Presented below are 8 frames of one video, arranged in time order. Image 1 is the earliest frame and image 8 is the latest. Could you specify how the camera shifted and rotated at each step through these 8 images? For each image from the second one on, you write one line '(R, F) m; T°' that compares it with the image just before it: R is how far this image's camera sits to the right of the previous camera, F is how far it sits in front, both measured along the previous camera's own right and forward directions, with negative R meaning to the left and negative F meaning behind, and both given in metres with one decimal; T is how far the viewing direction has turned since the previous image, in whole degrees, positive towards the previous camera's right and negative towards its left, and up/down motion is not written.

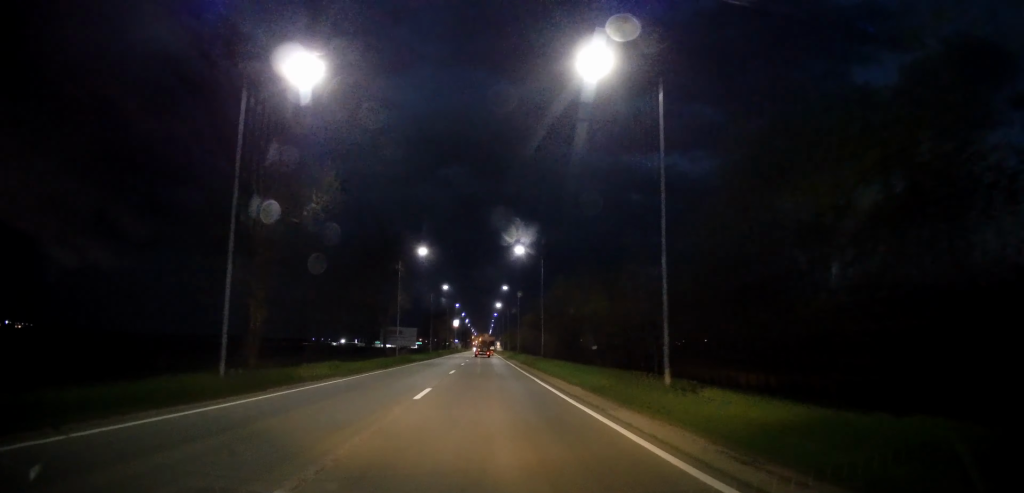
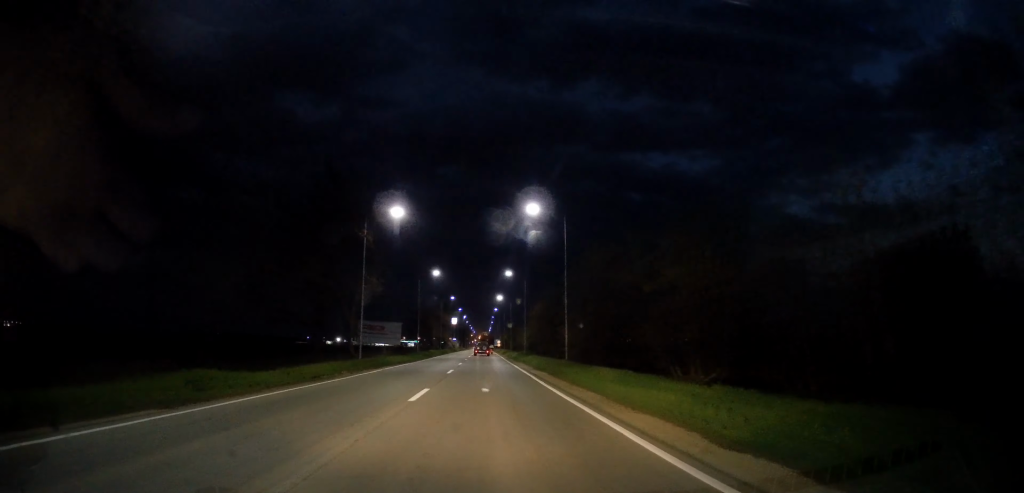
(+0.2, +13.0) m; 0°
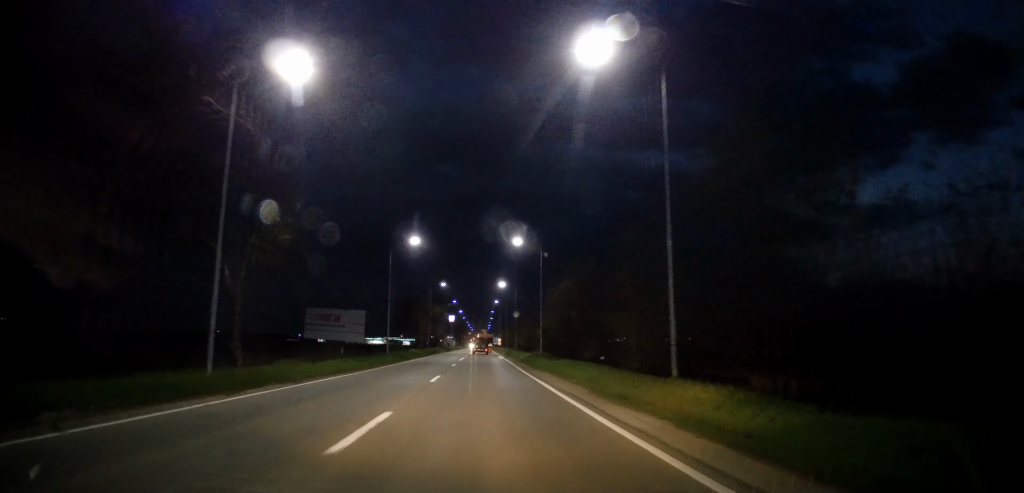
(0.0, +17.9) m; 0°
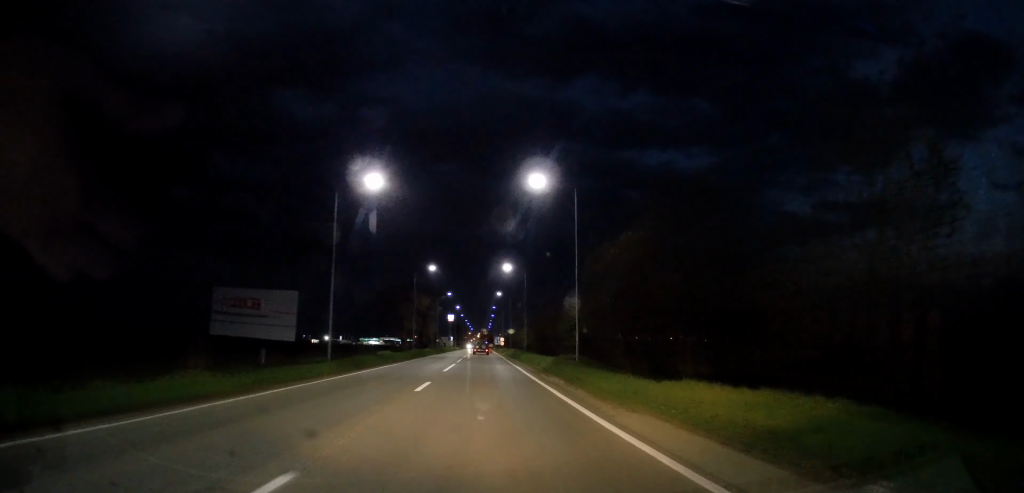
(0.0, +16.2) m; 0°
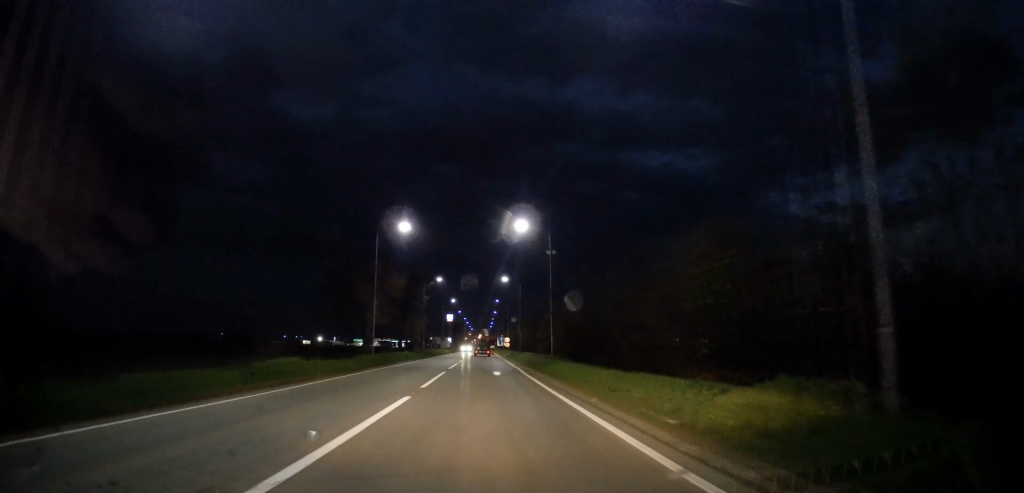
(0.0, +21.0) m; -1°
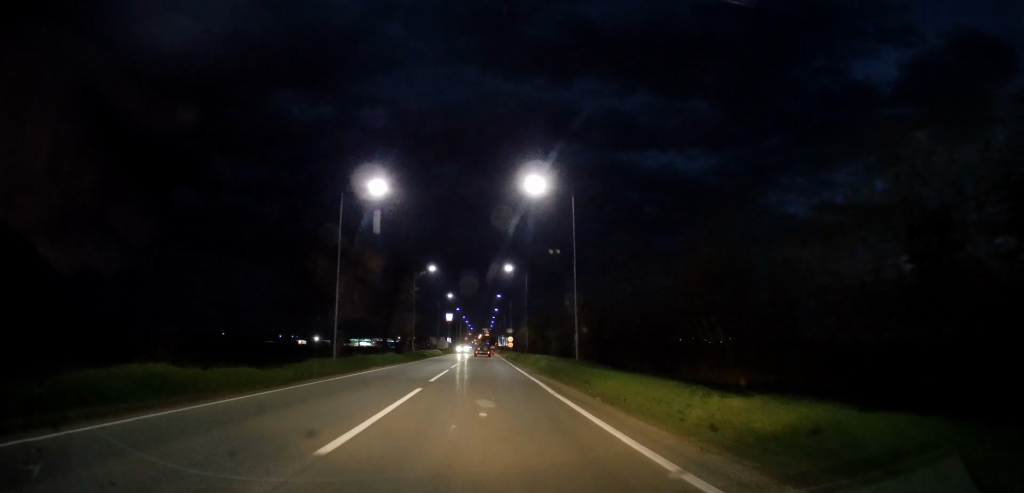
(0.0, +9.6) m; 0°
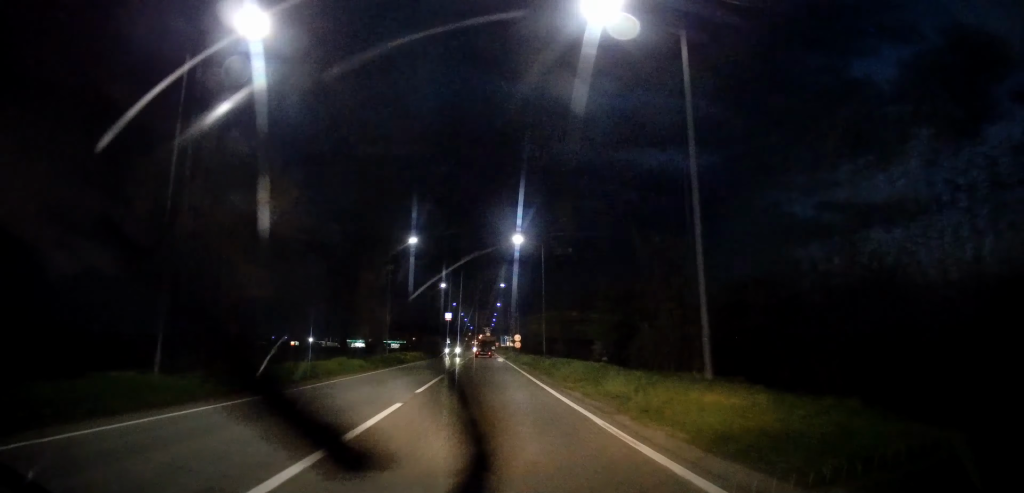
(-0.1, +15.6) m; 0°
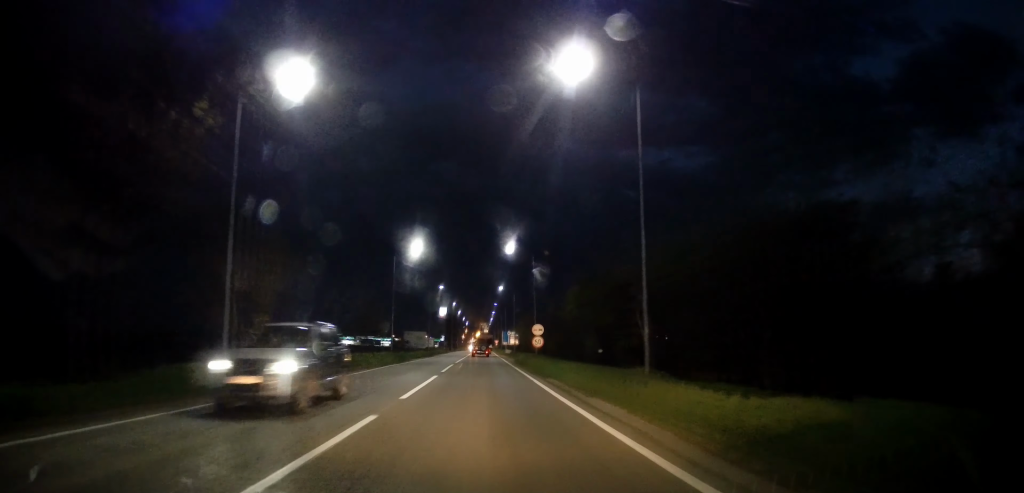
(+0.4, +26.2) m; +1°
